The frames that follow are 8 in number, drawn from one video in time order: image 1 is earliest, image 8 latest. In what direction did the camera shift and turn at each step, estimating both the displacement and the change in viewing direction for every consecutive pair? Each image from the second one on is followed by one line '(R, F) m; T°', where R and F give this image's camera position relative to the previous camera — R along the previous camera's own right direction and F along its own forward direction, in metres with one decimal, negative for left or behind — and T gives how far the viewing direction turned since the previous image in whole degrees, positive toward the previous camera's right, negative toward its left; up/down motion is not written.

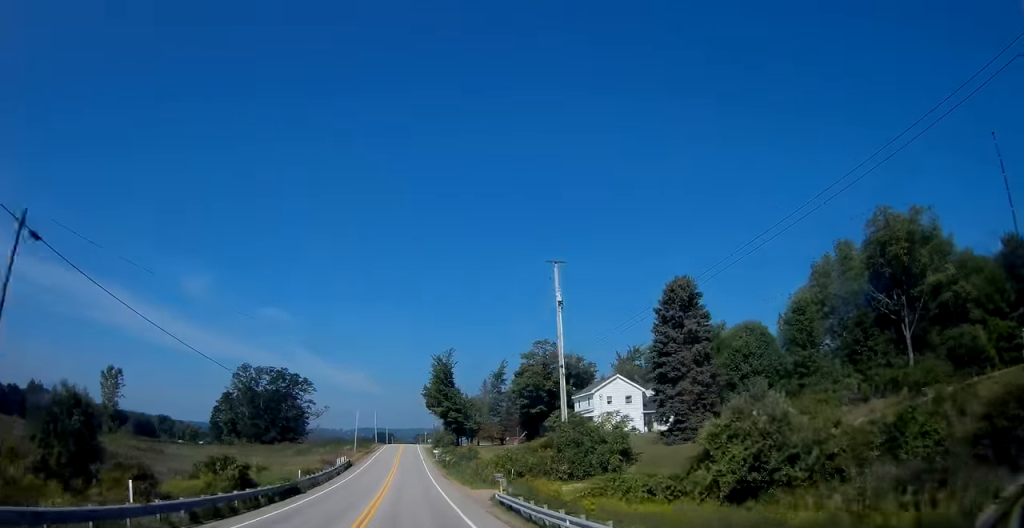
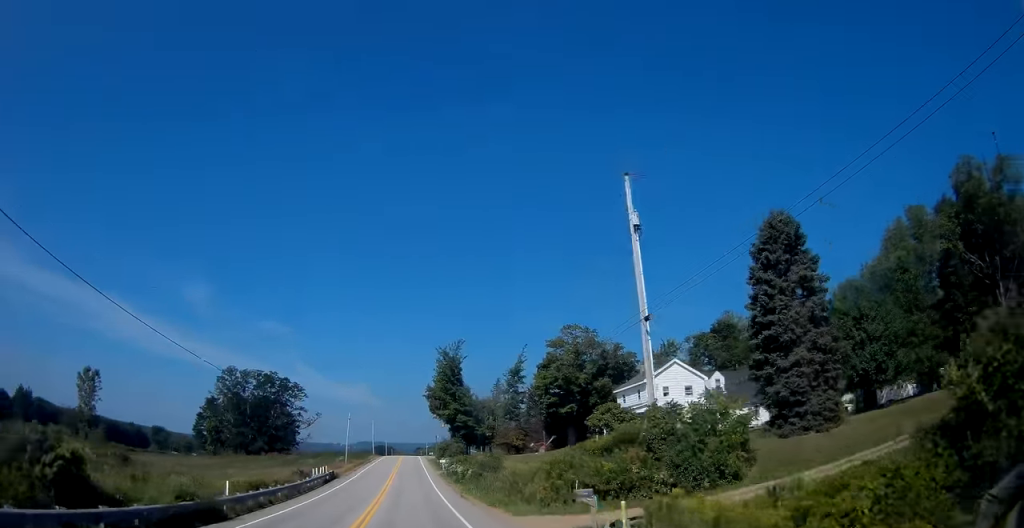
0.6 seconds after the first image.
(+0.3, +14.5) m; 0°
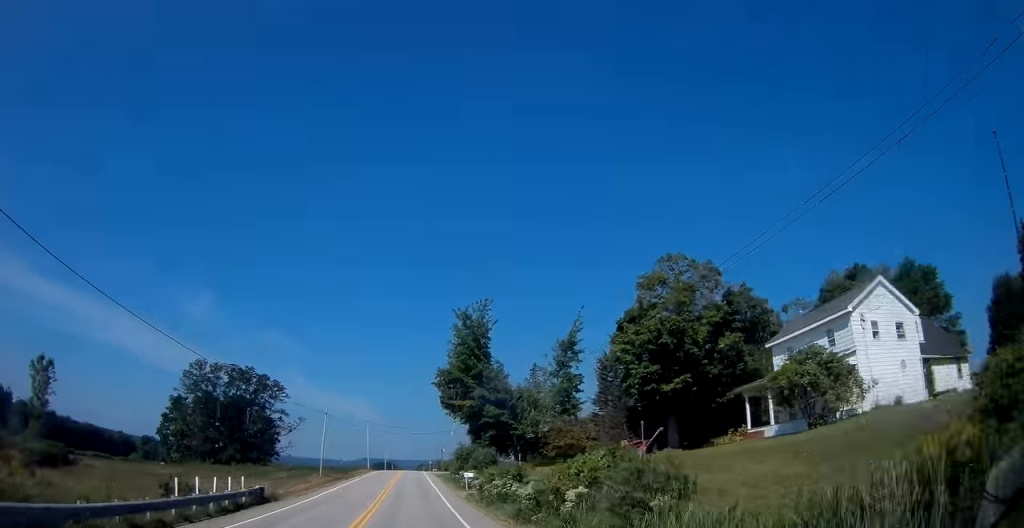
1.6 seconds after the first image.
(-0.3, +25.5) m; -1°
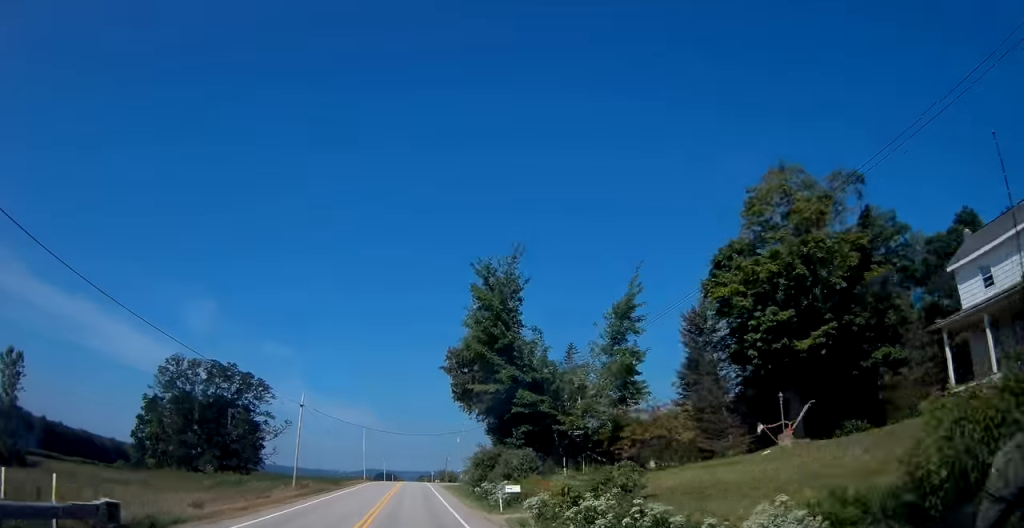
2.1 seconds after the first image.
(0.0, +14.3) m; 0°
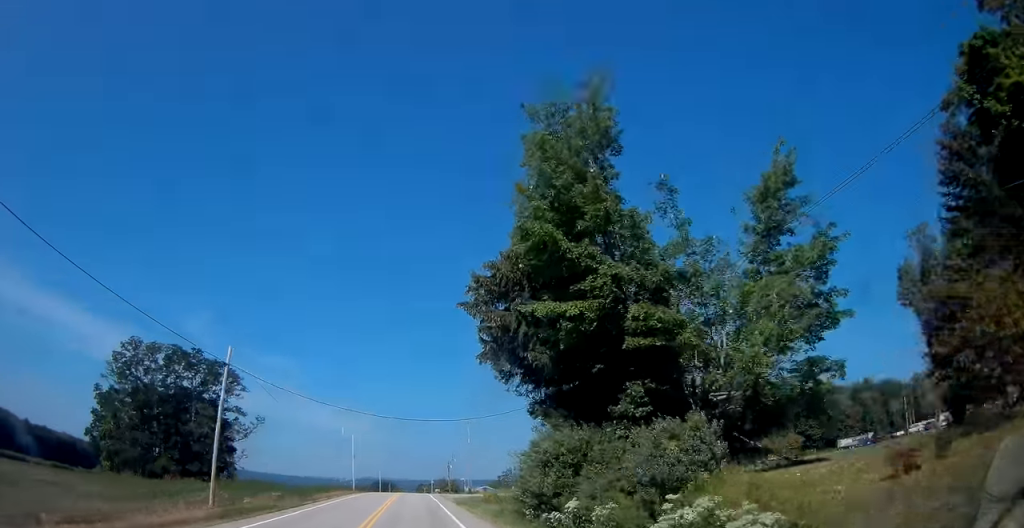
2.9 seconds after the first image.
(0.0, +19.2) m; 0°
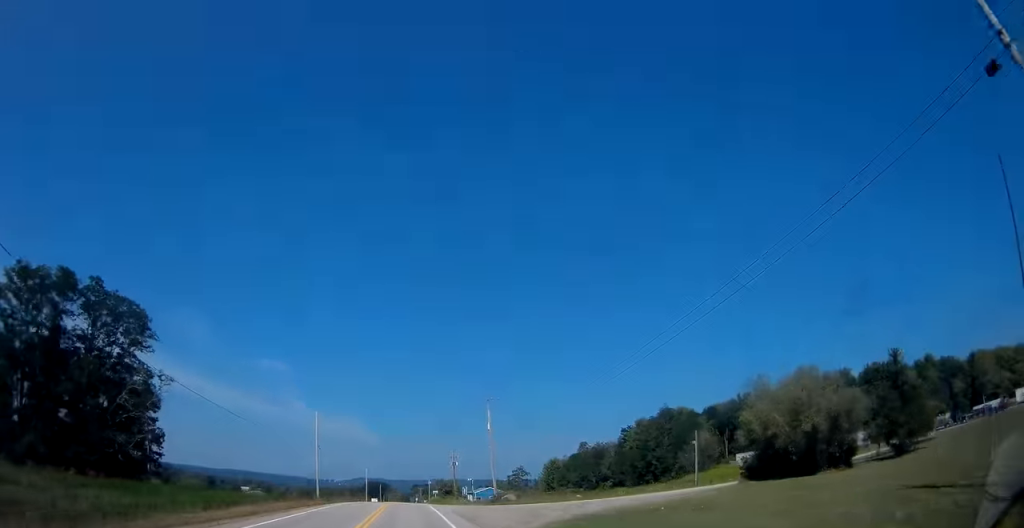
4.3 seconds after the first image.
(+0.4, +34.4) m; +1°
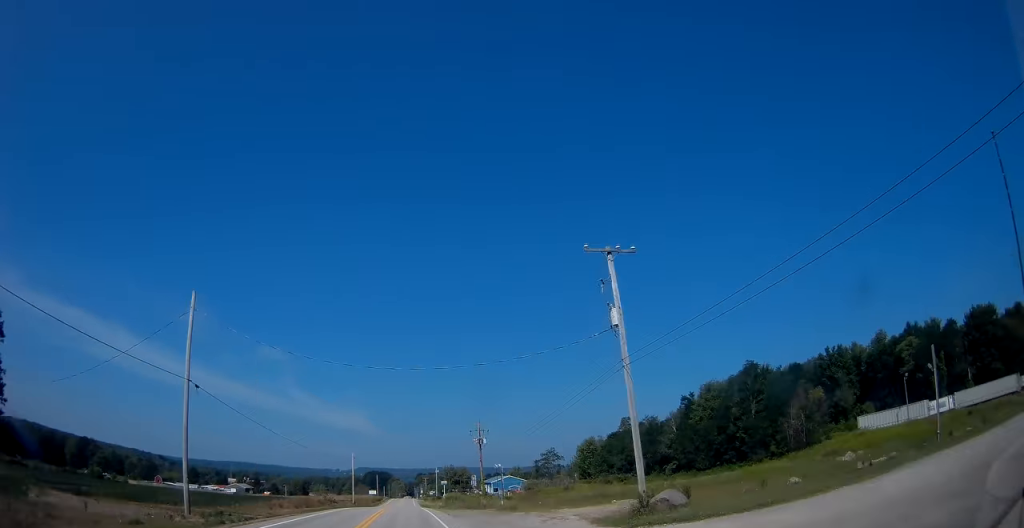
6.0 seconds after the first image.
(-0.3, +39.8) m; -1°
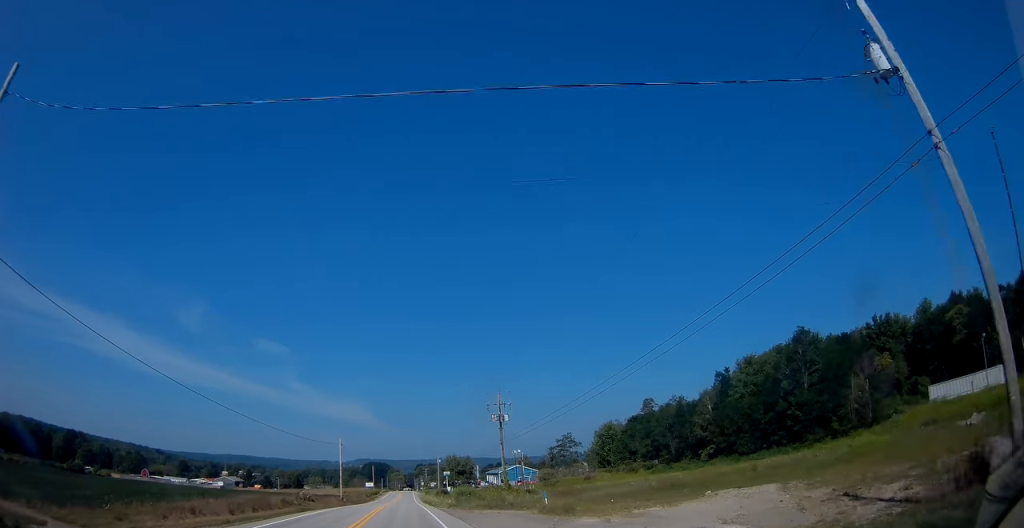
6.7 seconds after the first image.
(0.0, +17.4) m; 0°
